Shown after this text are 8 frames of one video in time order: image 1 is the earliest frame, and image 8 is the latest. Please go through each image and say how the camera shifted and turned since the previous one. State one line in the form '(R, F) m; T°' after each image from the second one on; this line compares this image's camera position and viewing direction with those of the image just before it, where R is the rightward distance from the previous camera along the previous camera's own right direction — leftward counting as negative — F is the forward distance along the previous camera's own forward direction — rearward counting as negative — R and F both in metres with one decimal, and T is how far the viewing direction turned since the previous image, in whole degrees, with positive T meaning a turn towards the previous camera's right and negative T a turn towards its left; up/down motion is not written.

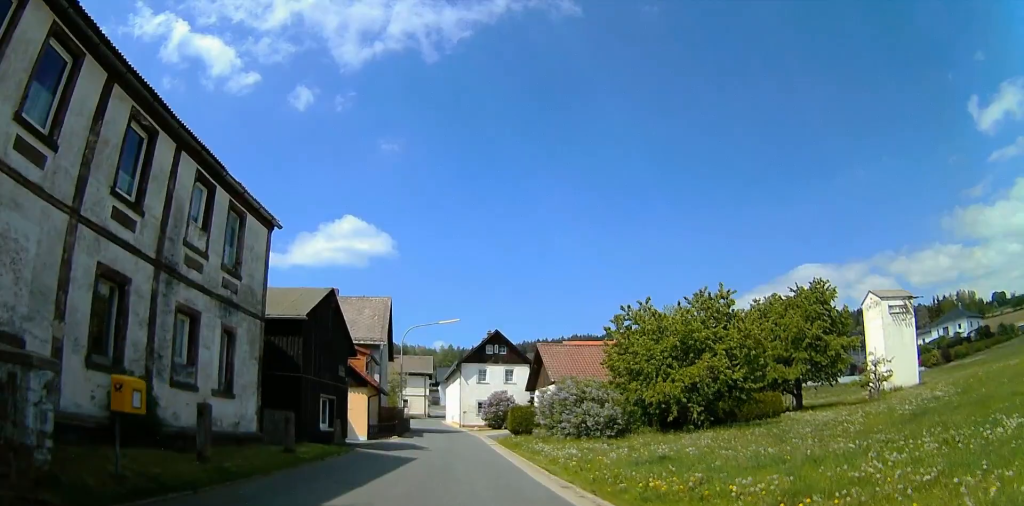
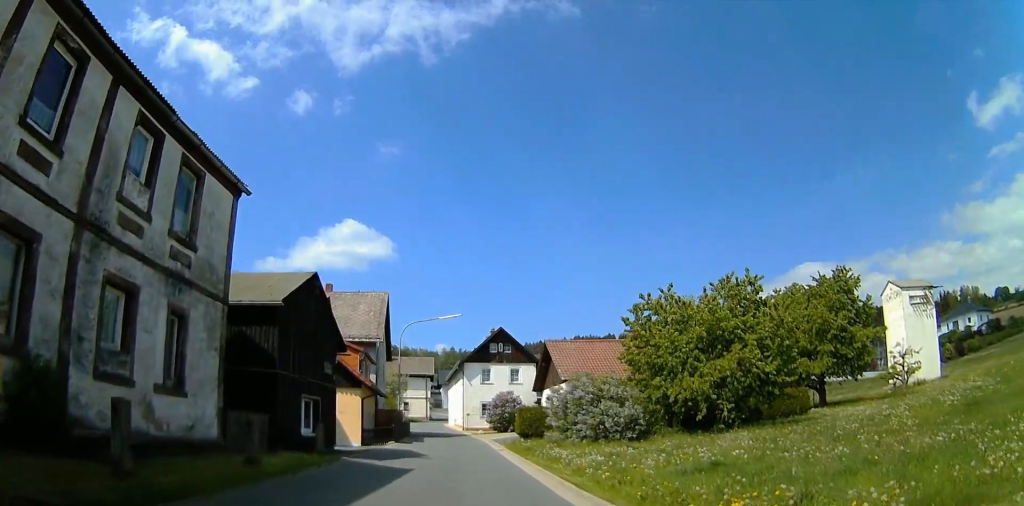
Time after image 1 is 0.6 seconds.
(+0.4, +2.9) m; +3°
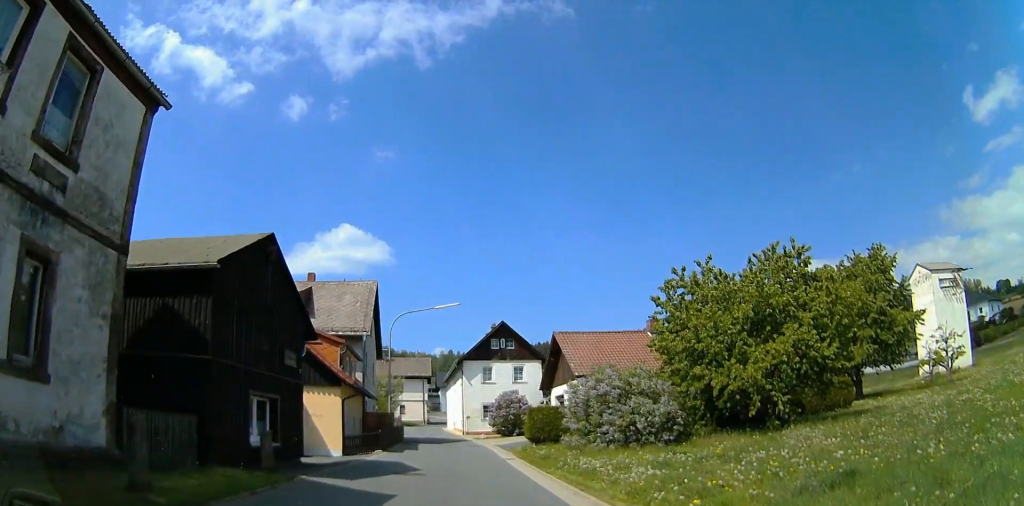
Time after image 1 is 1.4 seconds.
(+0.2, +4.7) m; -1°
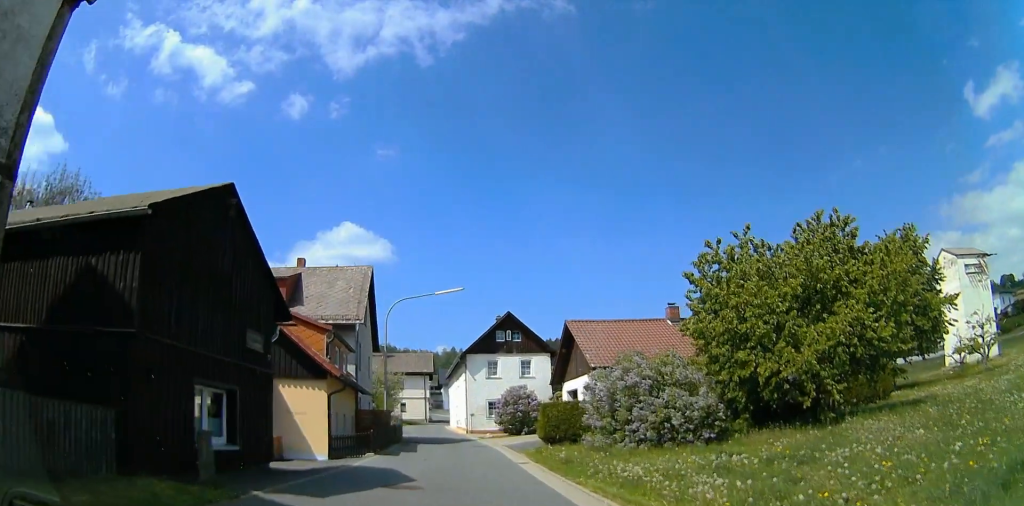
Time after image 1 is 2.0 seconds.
(0.0, +3.5) m; -4°
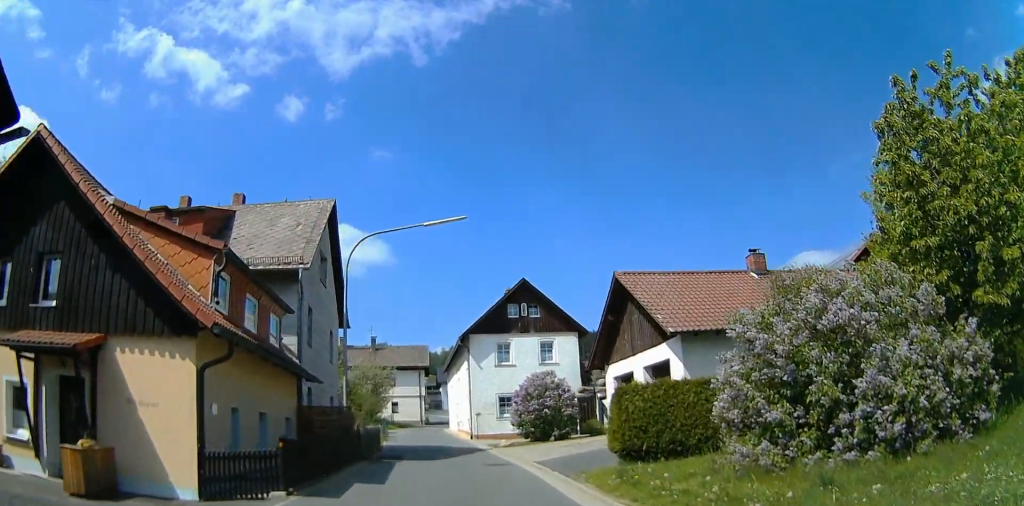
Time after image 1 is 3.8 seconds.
(+0.1, +12.8) m; +4°
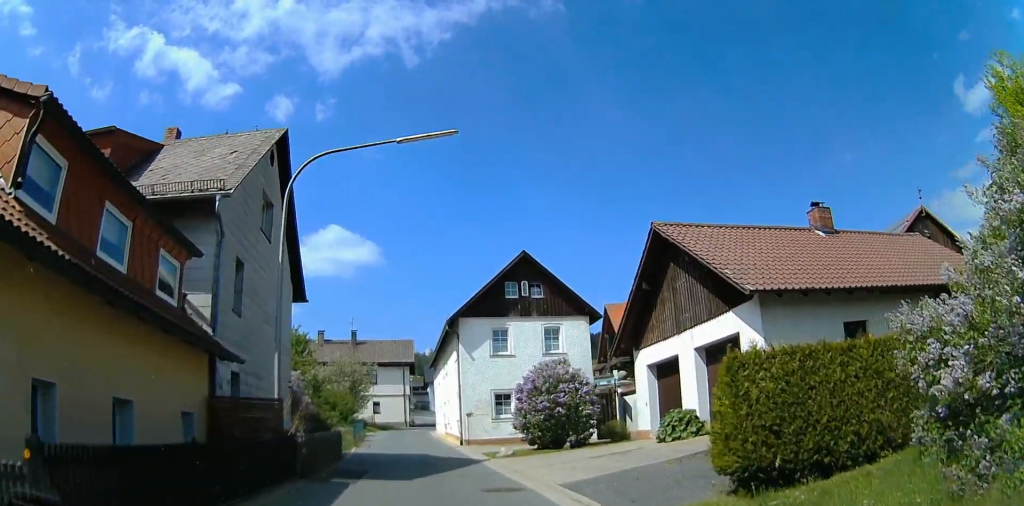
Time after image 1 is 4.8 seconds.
(0.0, +6.4) m; -1°
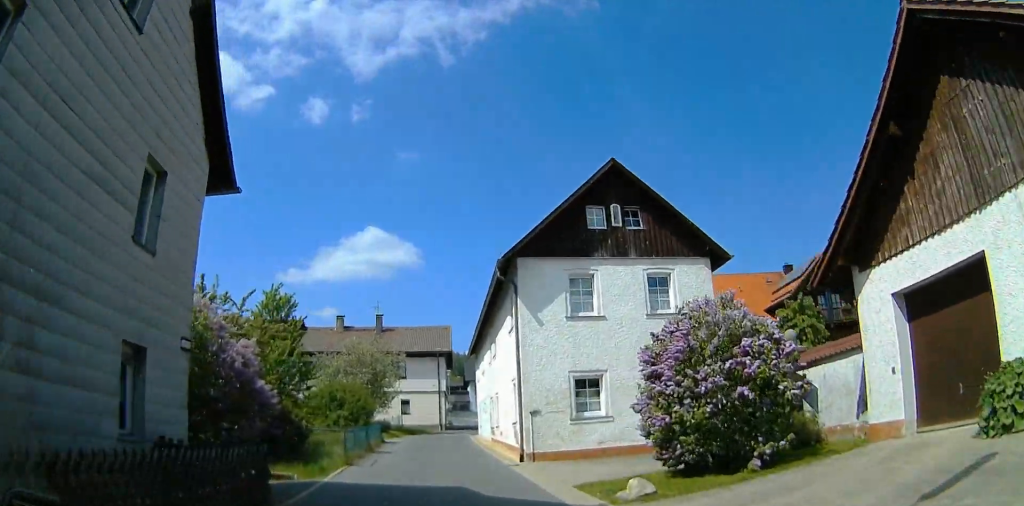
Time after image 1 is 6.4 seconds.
(-0.2, +10.9) m; -4°
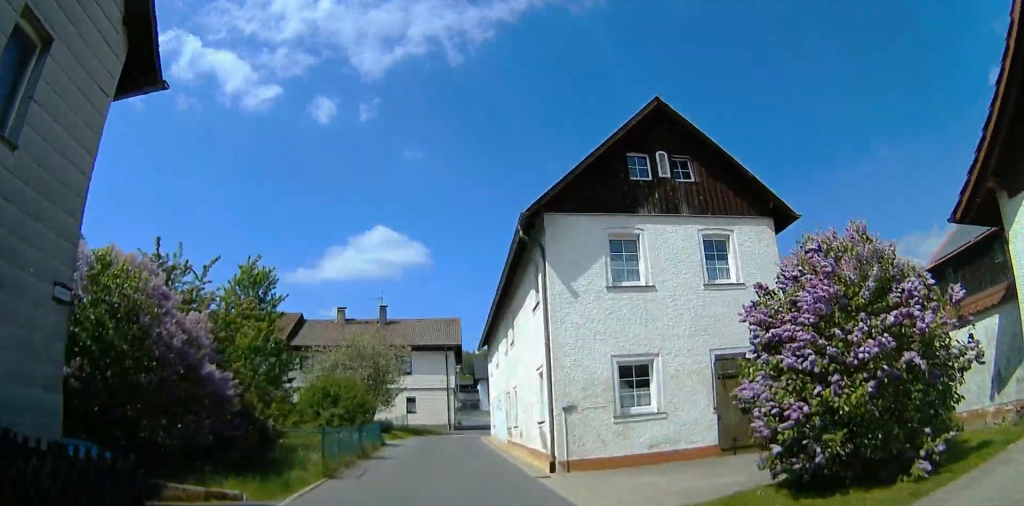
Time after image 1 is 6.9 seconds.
(+0.2, +4.0) m; -4°
